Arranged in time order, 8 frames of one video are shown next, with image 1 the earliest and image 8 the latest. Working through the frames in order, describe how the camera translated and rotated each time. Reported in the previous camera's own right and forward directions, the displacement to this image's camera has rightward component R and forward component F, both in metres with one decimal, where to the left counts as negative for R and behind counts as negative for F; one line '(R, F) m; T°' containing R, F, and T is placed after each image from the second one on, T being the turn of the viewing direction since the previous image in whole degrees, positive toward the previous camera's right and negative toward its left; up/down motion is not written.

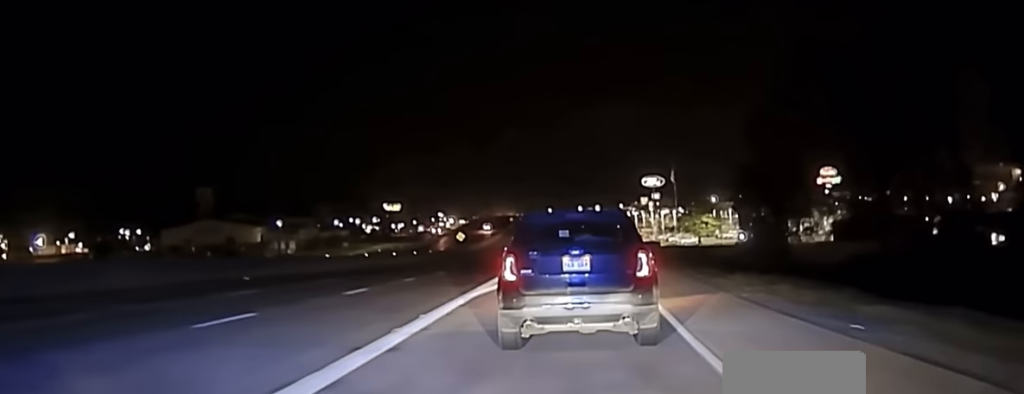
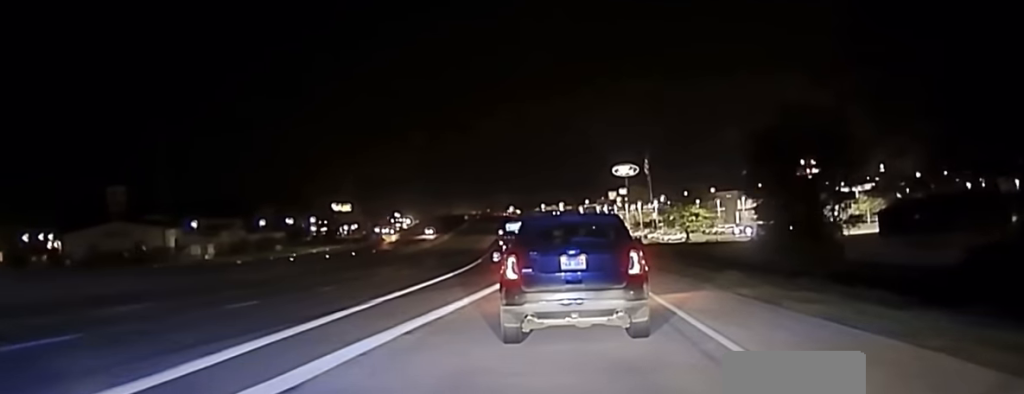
(+1.4, +36.2) m; +3°
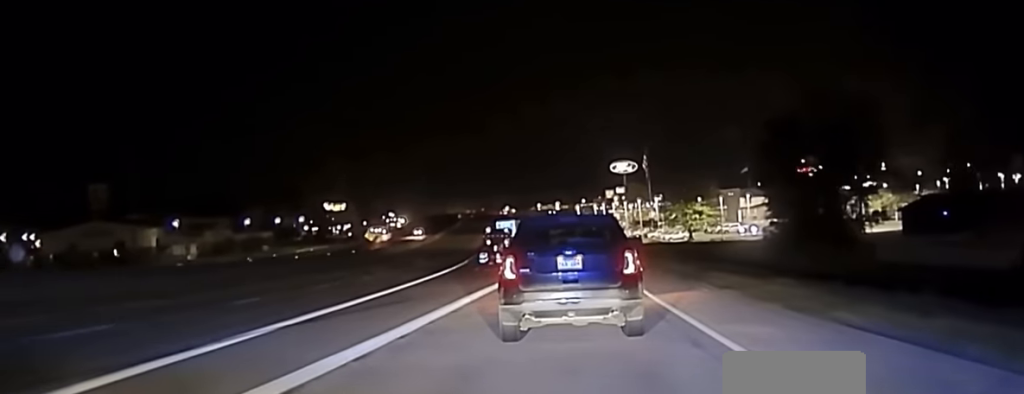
(-0.1, +8.3) m; 0°
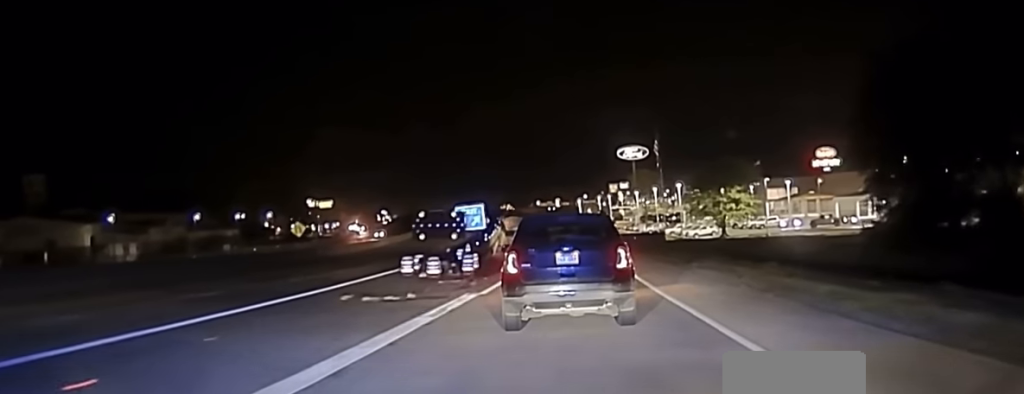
(0.0, +30.2) m; 0°
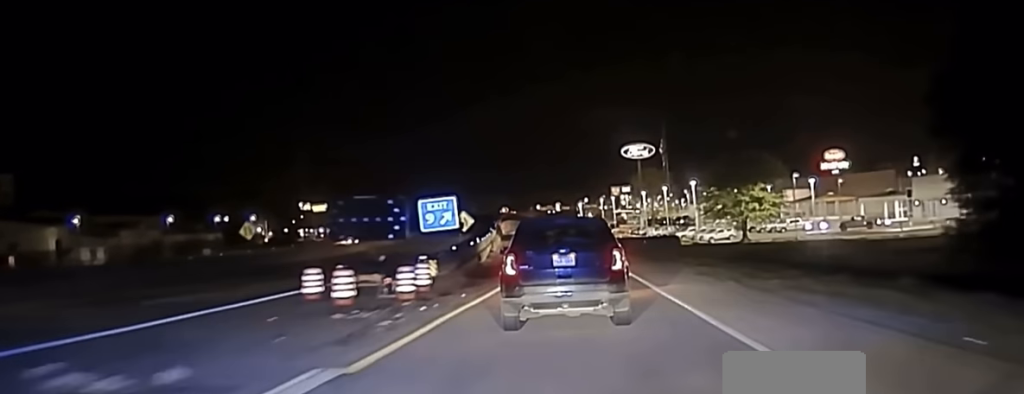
(-0.1, +15.7) m; -1°
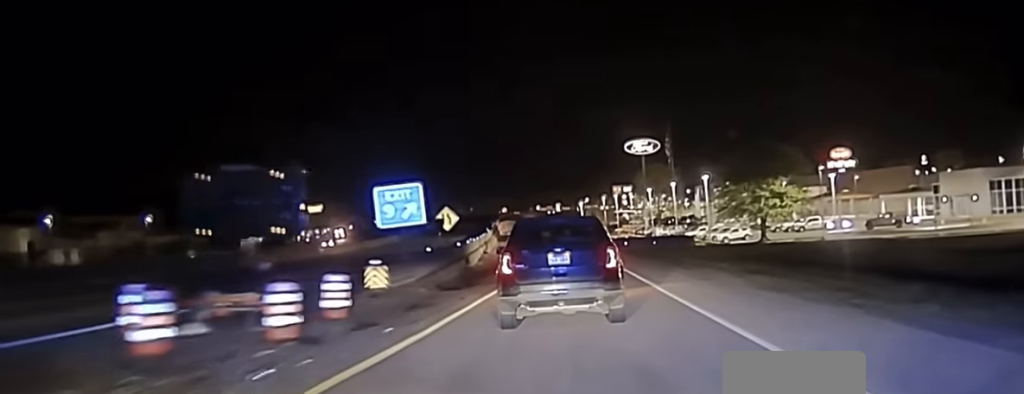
(-0.1, +11.5) m; 0°
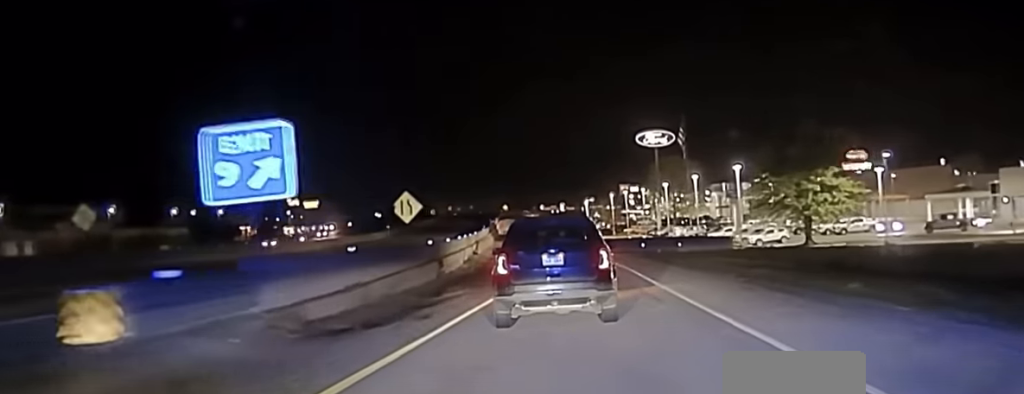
(-0.1, +20.6) m; 0°
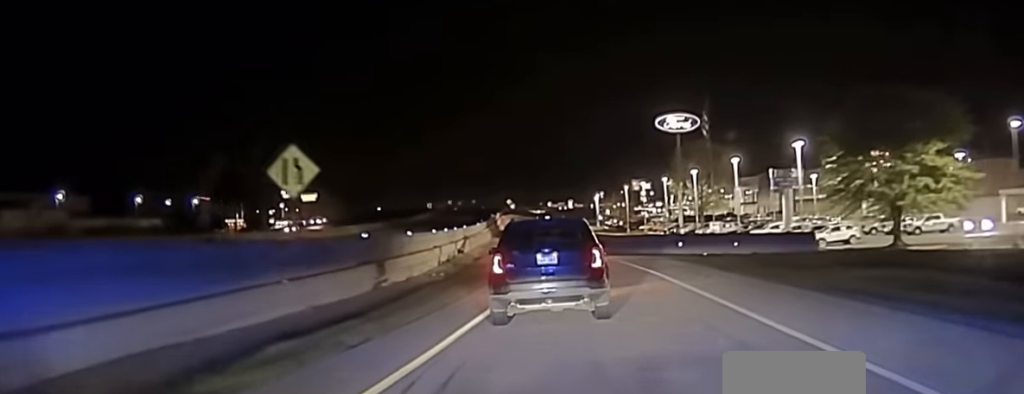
(+0.3, +22.8) m; 0°
